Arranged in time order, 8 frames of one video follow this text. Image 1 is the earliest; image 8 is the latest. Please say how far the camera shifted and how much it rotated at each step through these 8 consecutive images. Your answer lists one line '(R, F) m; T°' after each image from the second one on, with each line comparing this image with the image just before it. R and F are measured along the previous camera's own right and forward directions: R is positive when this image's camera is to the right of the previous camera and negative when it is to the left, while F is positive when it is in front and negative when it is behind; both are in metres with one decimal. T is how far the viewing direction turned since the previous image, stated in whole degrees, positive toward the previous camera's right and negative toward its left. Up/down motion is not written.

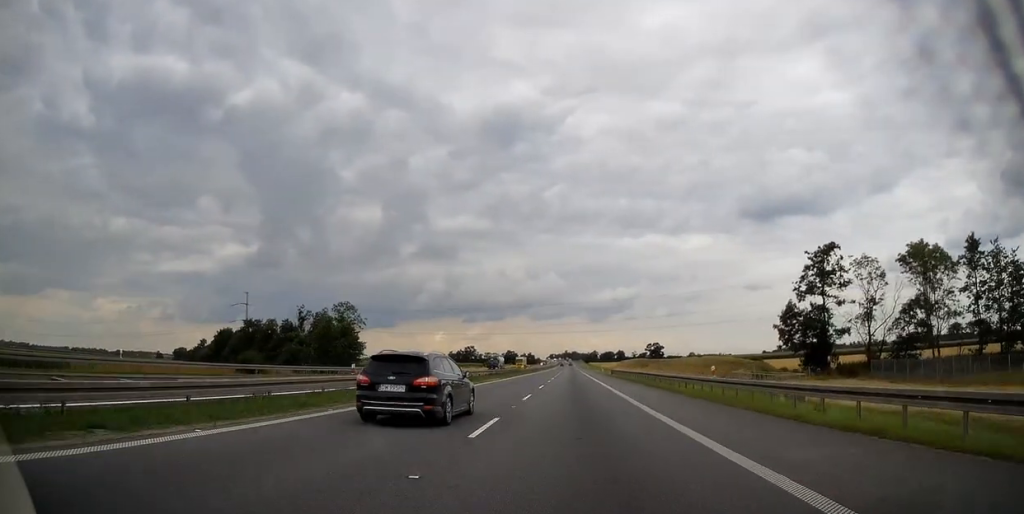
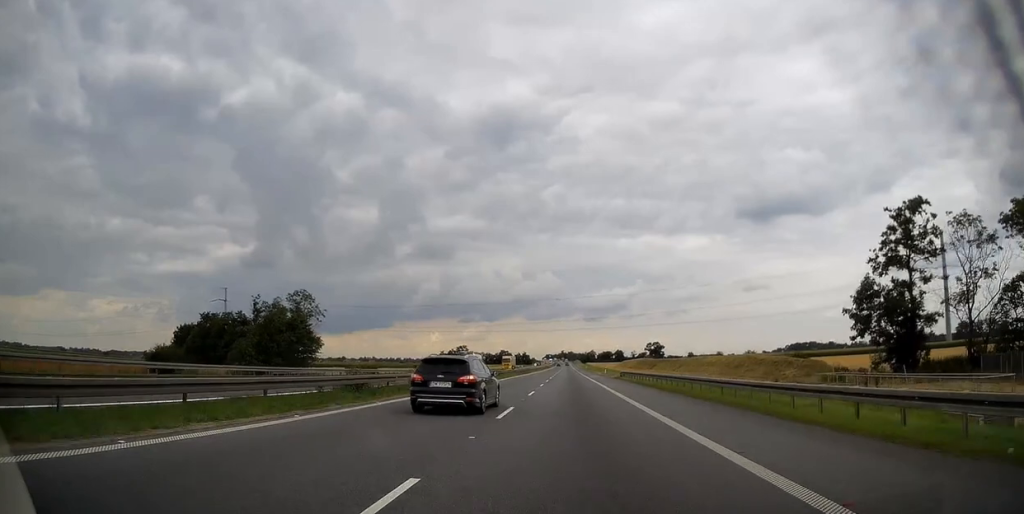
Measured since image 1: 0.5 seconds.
(+0.1, +20.0) m; 0°
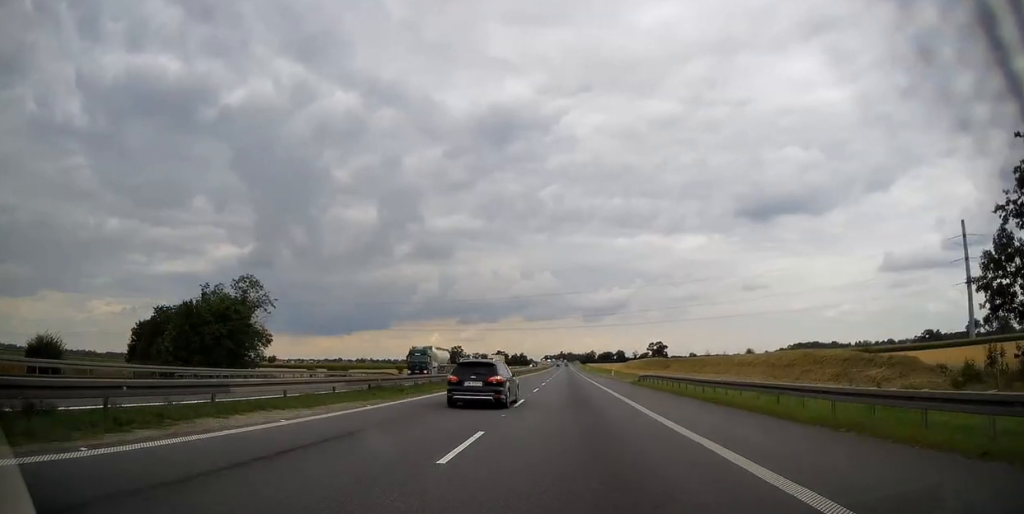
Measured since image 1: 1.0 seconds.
(0.0, +18.7) m; 0°
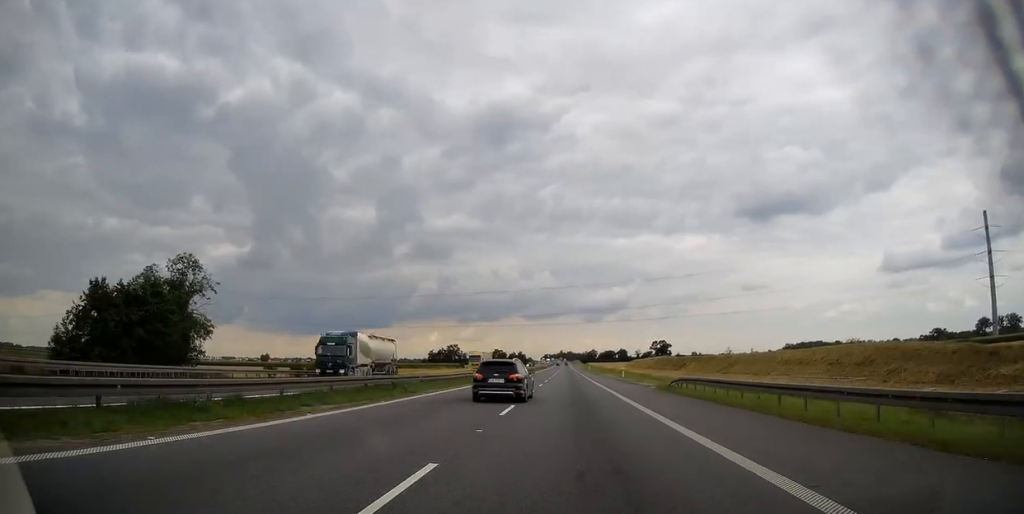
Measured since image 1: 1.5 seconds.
(0.0, +16.3) m; 0°
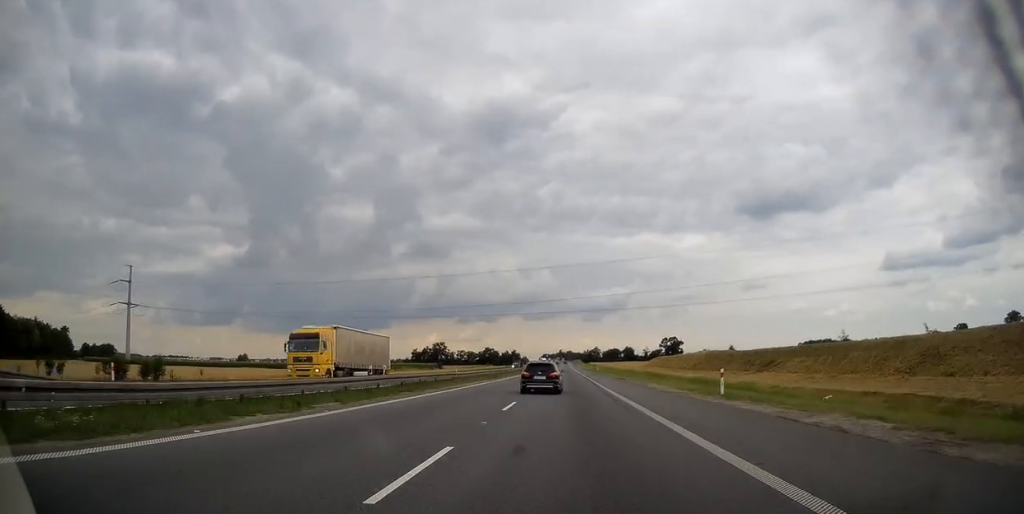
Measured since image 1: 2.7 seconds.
(+0.1, +46.4) m; 0°
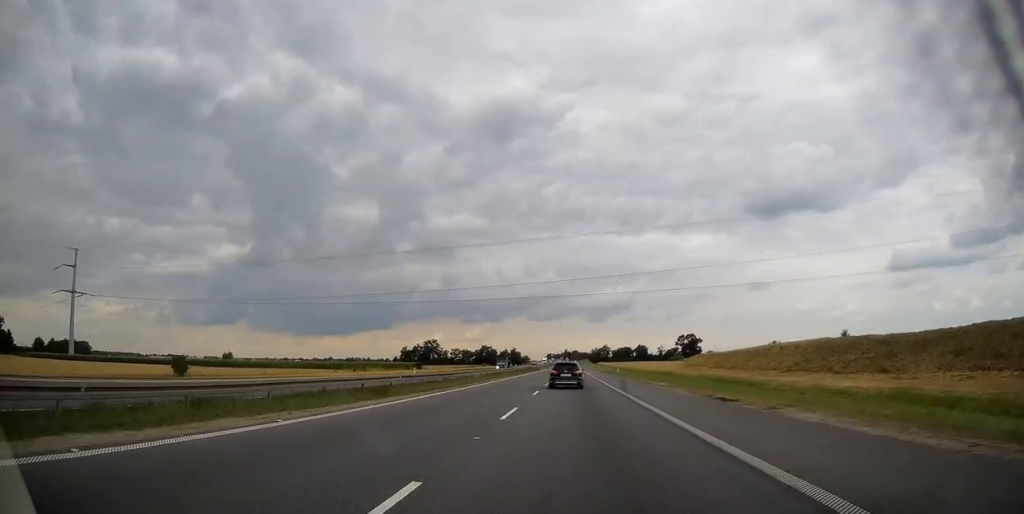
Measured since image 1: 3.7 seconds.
(0.0, +39.0) m; 0°
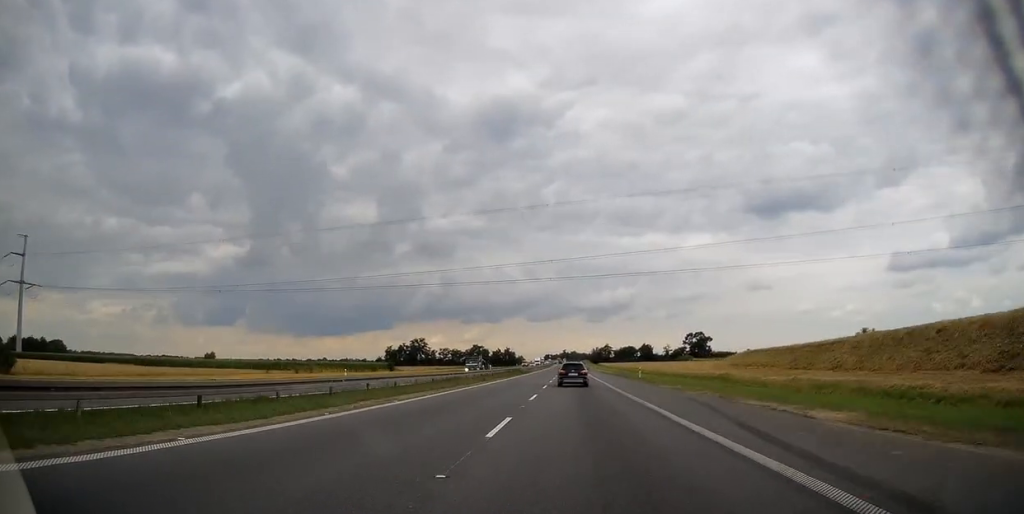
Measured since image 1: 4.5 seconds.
(-0.2, +27.6) m; 0°
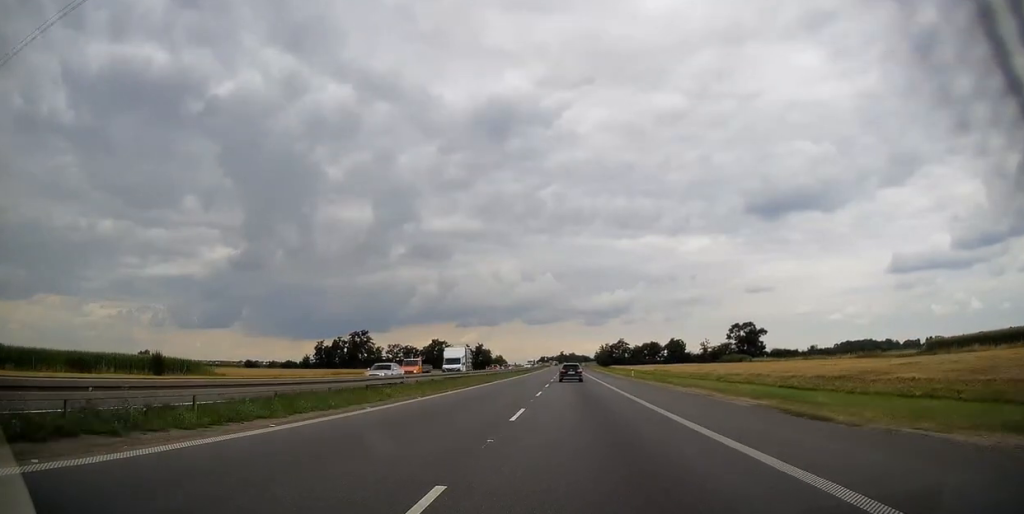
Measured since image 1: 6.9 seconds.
(+0.1, +92.4) m; 0°
